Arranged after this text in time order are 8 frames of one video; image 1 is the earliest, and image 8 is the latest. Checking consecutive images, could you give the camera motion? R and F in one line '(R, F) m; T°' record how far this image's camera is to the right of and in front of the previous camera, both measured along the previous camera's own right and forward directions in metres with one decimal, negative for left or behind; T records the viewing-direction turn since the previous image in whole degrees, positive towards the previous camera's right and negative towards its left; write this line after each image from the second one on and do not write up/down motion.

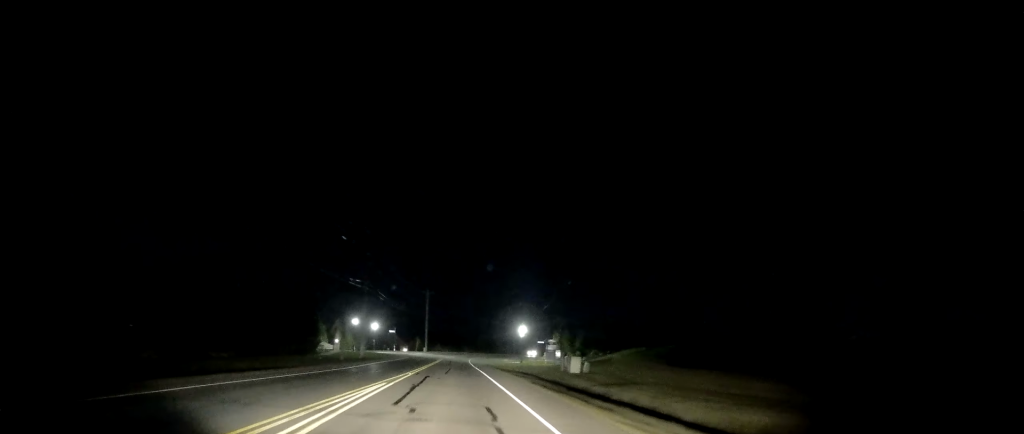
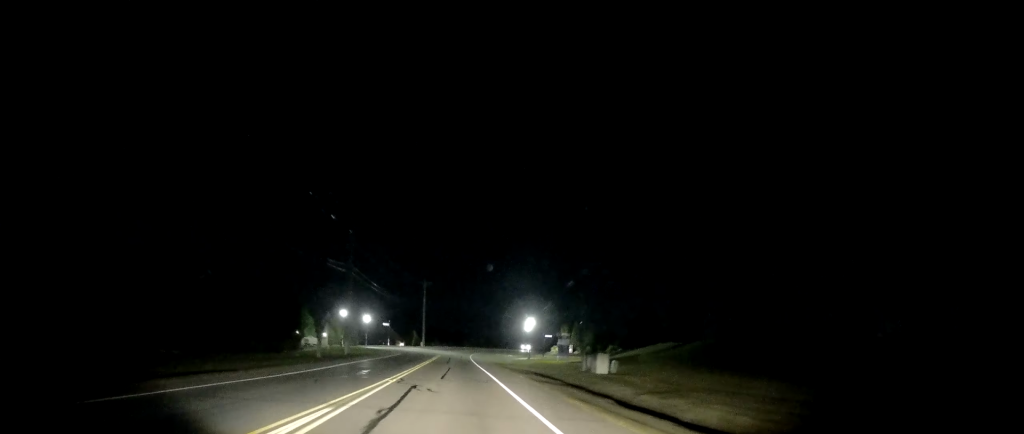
(0.0, +8.3) m; 0°
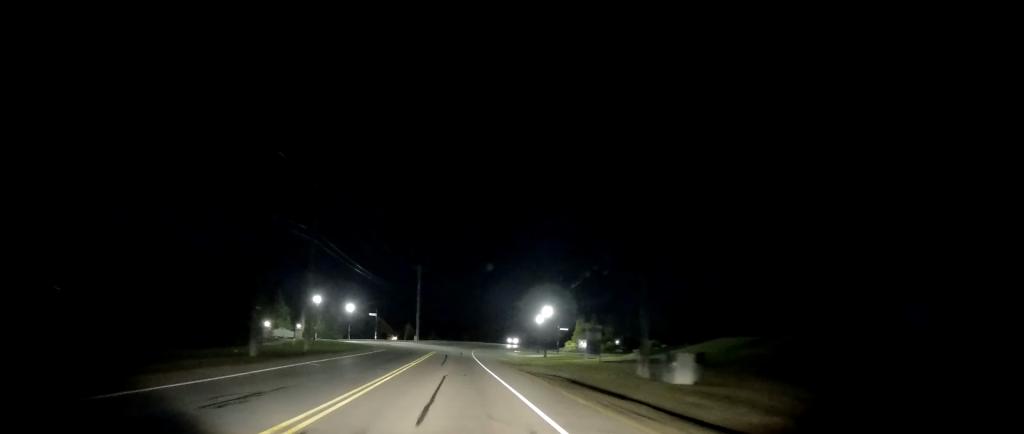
(+0.1, +13.5) m; 0°
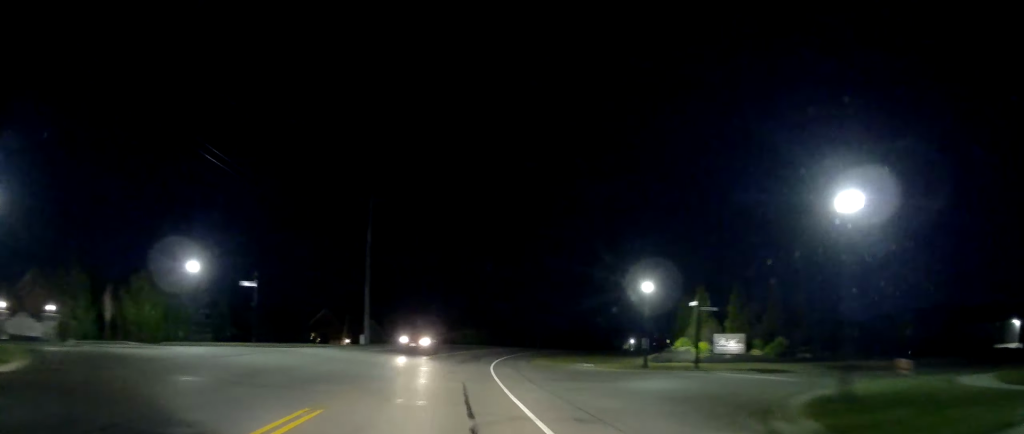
(+0.5, +45.2) m; +2°
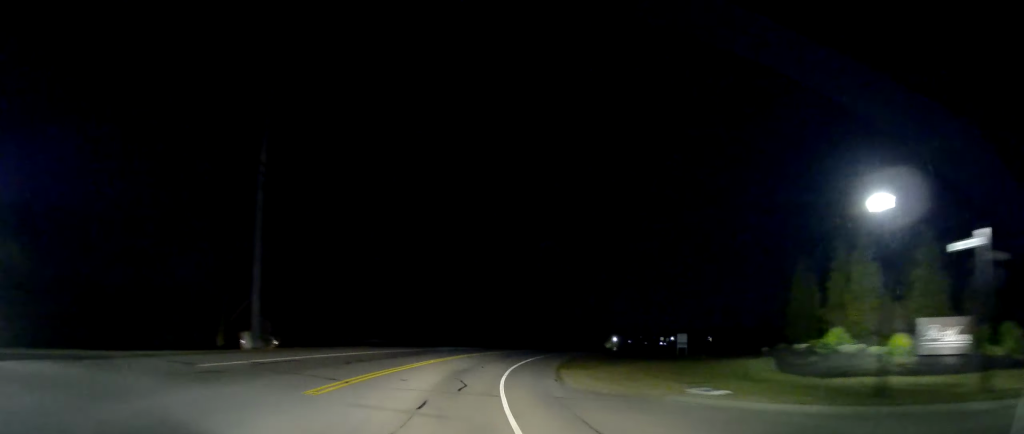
(0.0, +20.5) m; 0°
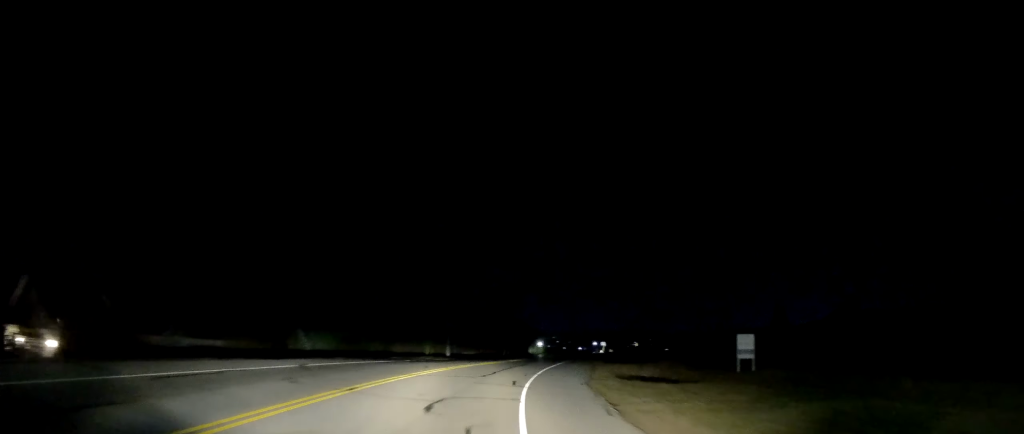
(+1.6, +25.7) m; +10°
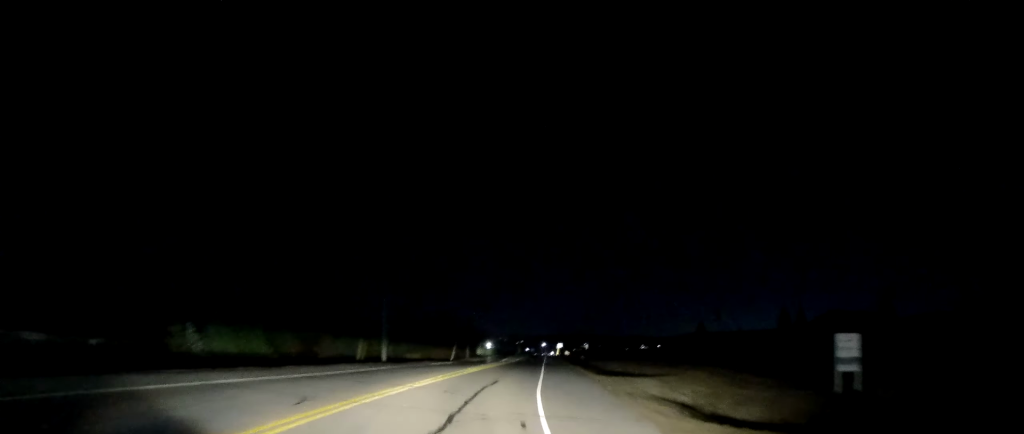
(+0.9, +12.5) m; +5°
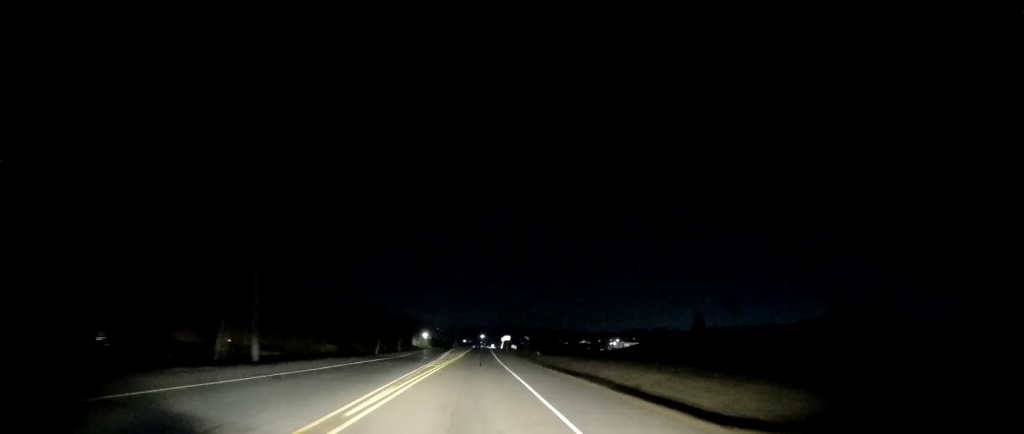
(+0.2, +18.5) m; +4°
